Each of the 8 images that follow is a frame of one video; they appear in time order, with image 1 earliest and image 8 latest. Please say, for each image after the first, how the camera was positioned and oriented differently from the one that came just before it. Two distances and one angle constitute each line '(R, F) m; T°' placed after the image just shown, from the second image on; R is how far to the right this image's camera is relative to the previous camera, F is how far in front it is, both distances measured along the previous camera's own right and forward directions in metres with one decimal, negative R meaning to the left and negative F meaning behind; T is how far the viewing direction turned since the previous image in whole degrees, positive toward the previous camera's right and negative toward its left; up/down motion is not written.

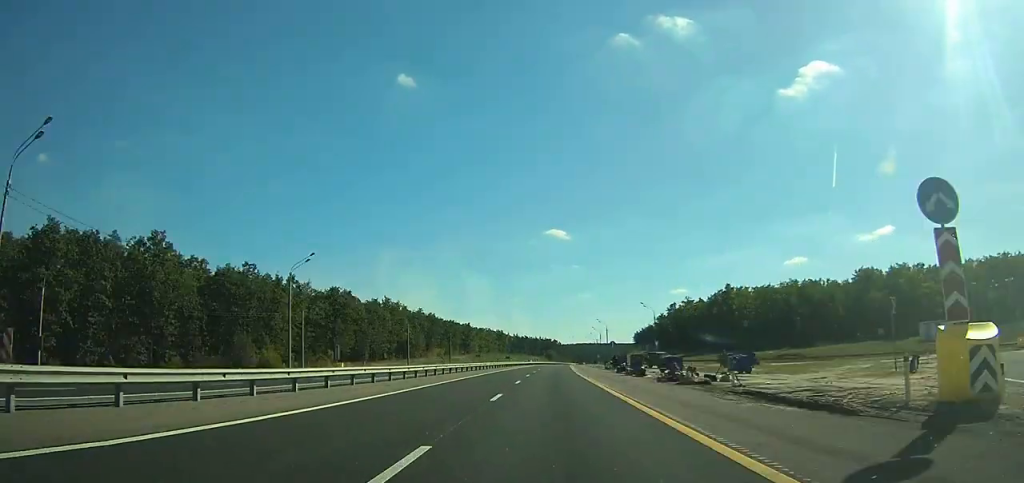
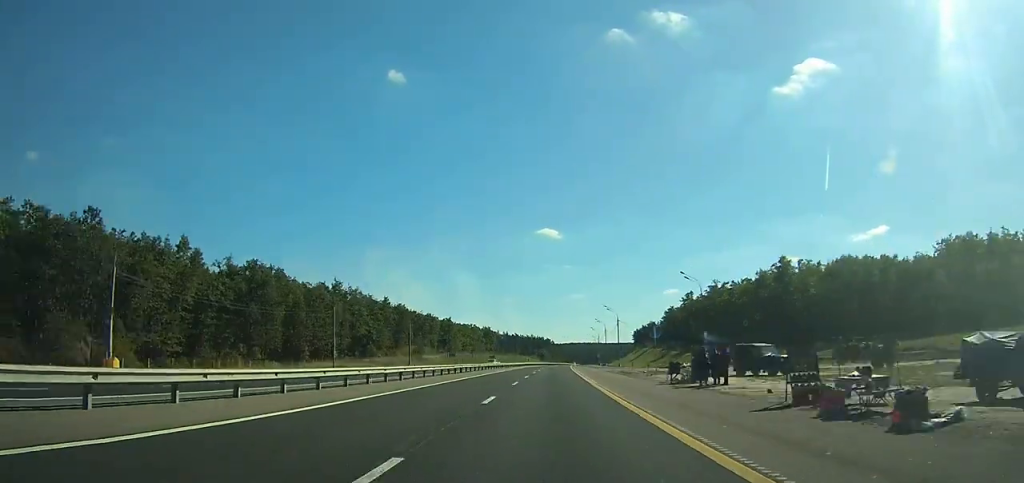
(+0.1, +38.2) m; +1°
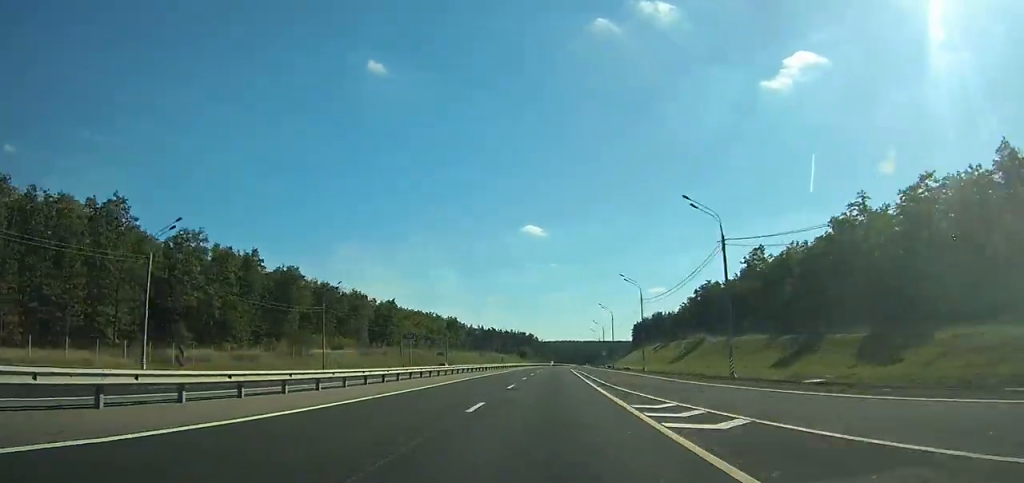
(+0.7, +76.4) m; +1°
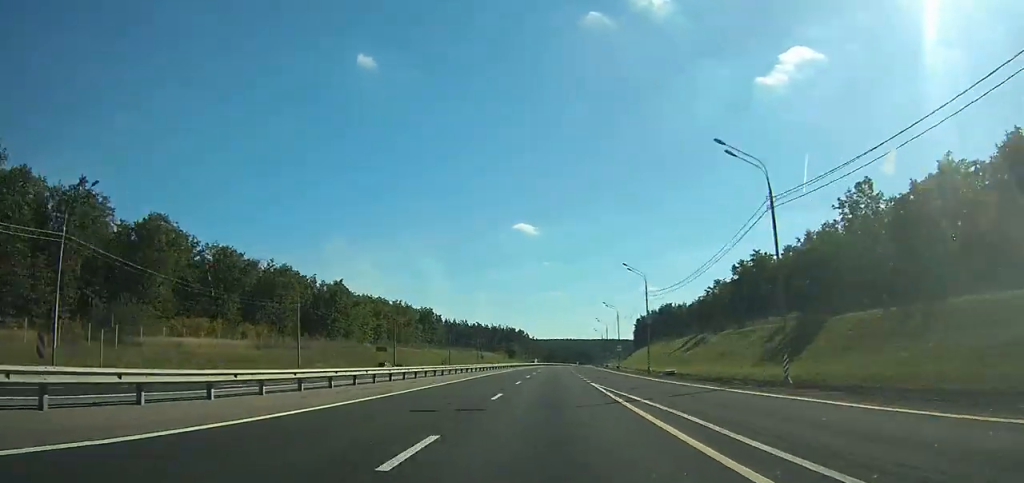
(+0.6, +43.2) m; +1°
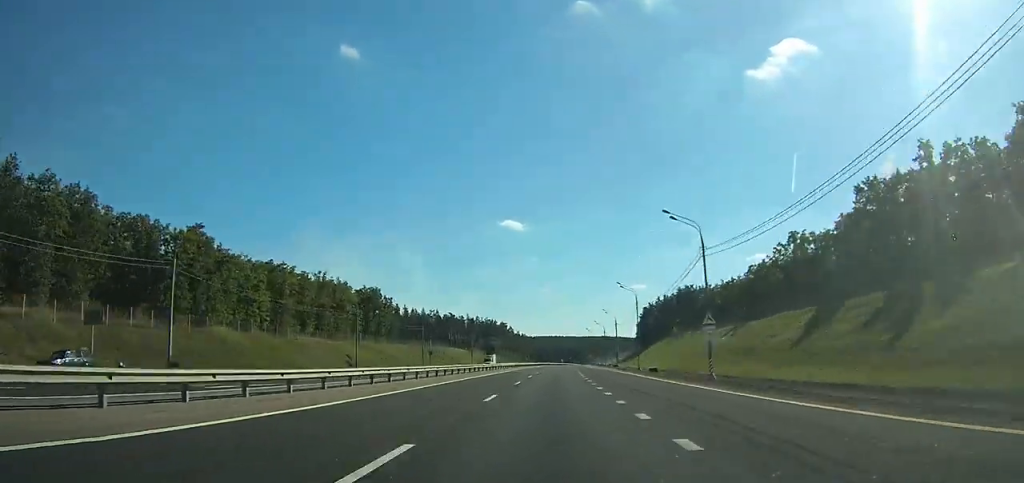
(+0.5, +60.0) m; +1°
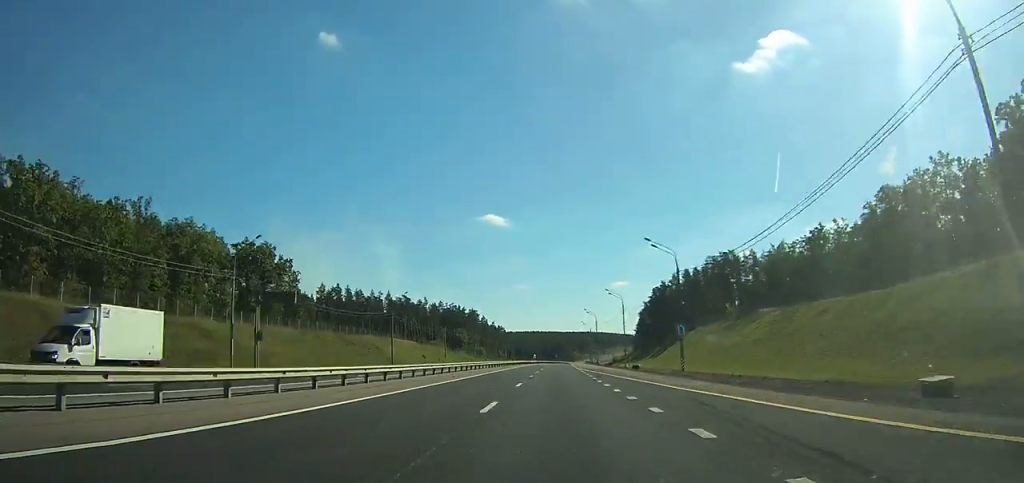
(+0.5, +61.7) m; +1°
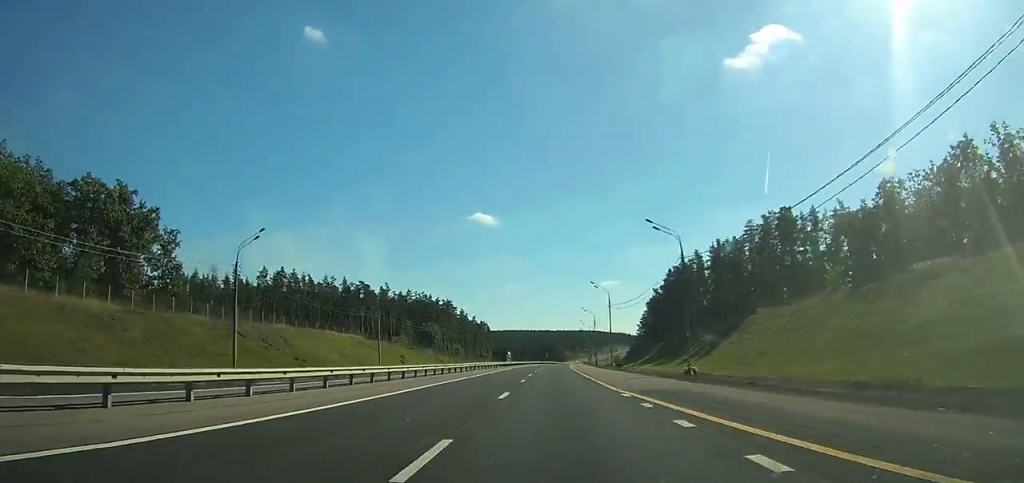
(+0.7, +41.8) m; +1°
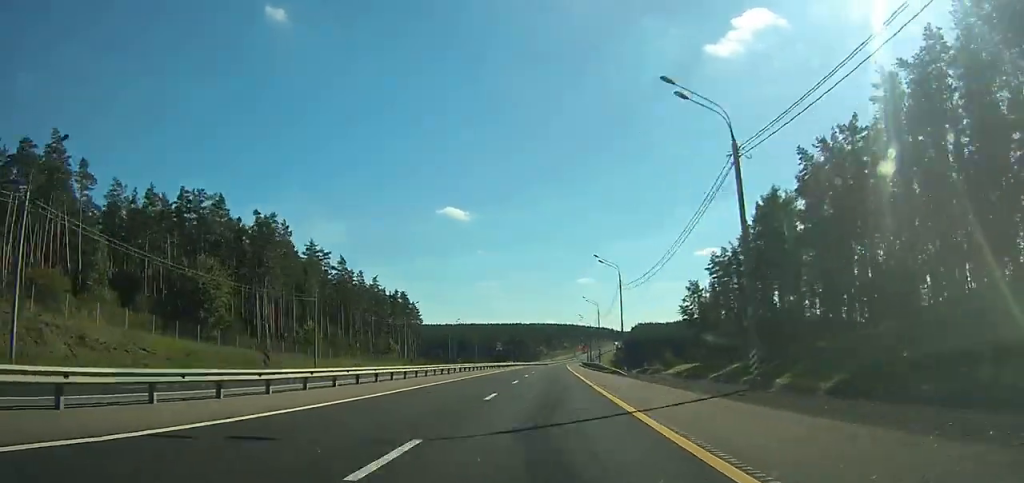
(+2.7, +133.2) m; +2°
